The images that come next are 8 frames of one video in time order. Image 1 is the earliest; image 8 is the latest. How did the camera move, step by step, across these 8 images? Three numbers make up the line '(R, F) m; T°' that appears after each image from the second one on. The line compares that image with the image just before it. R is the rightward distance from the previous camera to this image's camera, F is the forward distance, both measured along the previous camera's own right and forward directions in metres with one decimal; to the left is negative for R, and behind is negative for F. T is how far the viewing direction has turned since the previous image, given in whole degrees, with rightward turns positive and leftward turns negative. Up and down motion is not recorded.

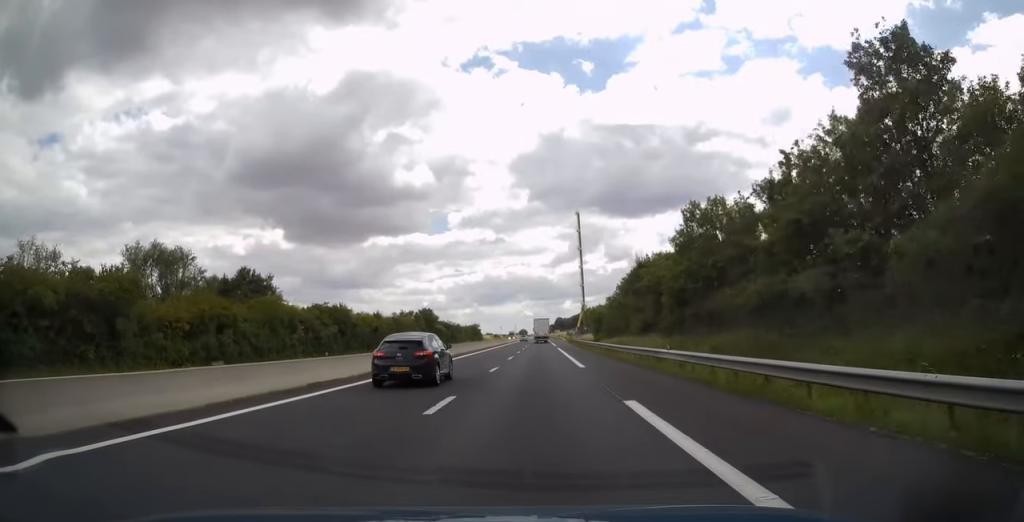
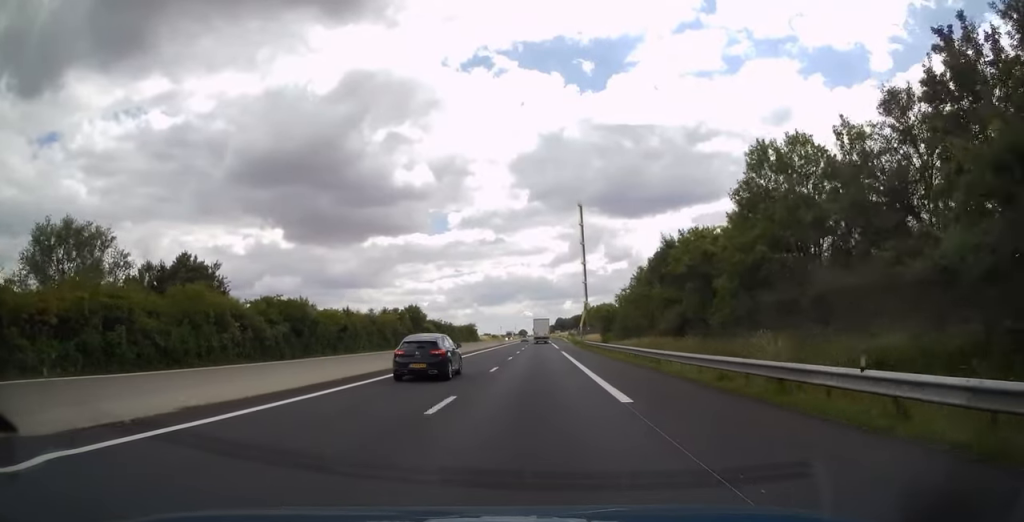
(-0.1, +12.7) m; 0°
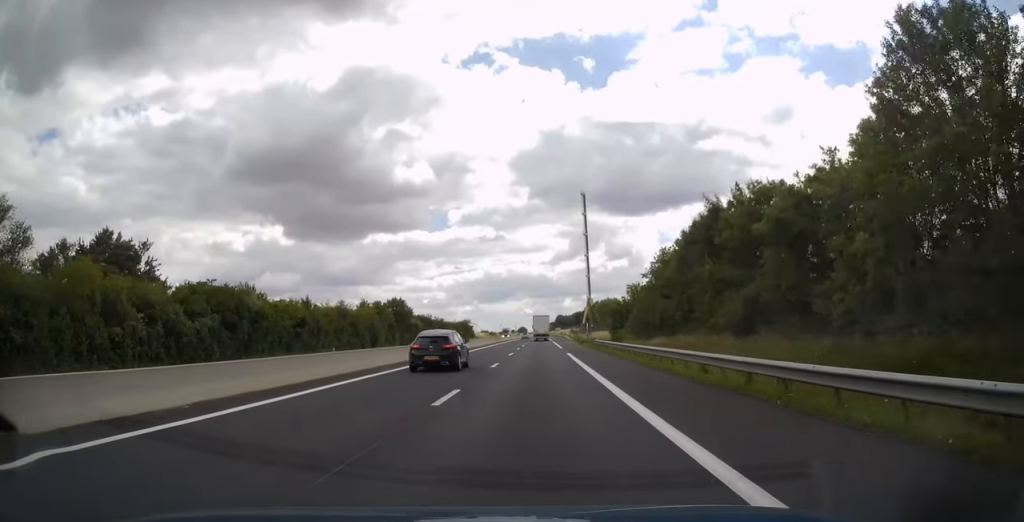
(-0.1, +12.2) m; 0°
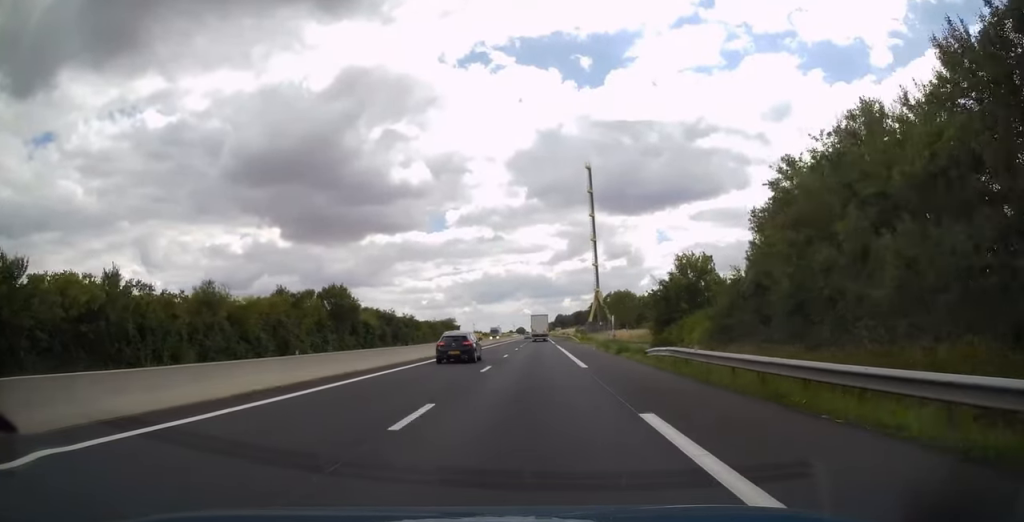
(+0.2, +28.8) m; 0°
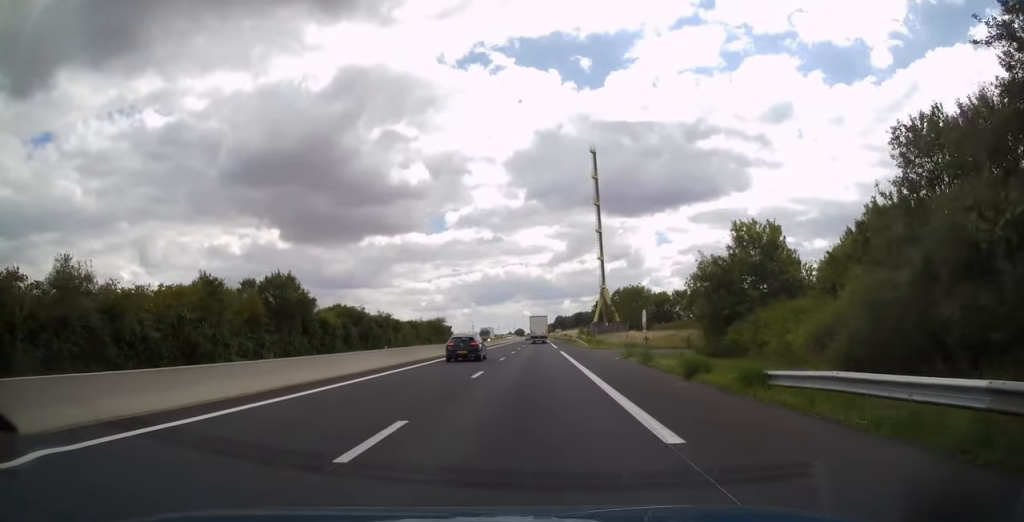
(0.0, +15.1) m; 0°
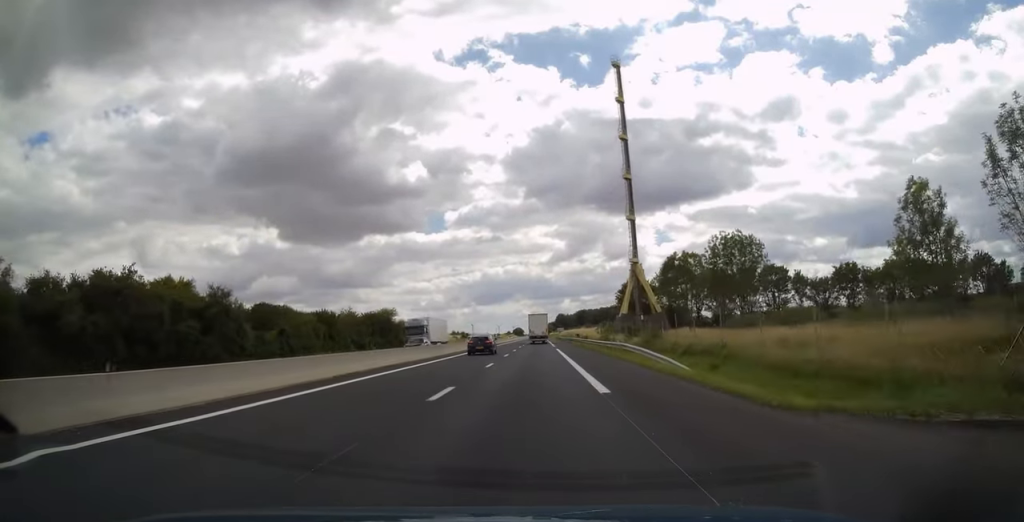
(-0.2, +46.2) m; 0°
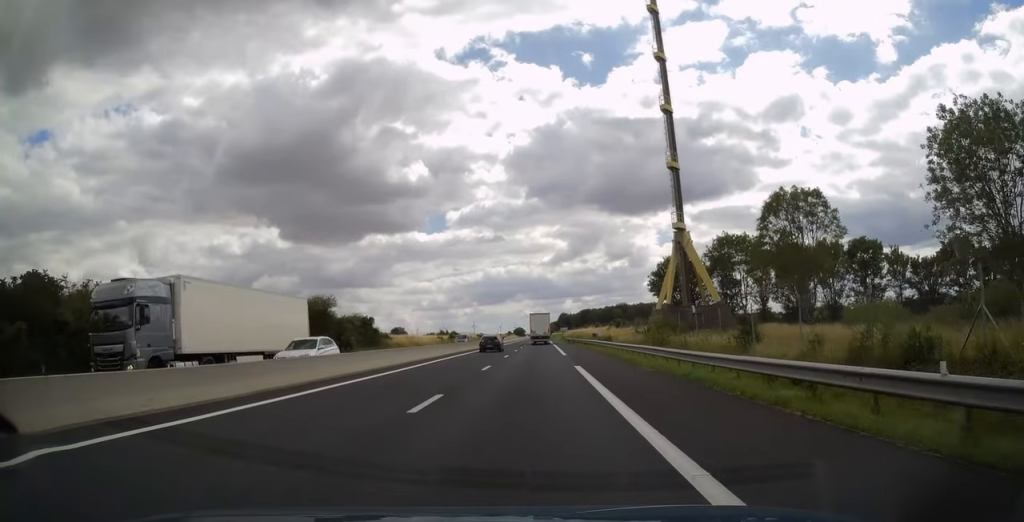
(+0.1, +28.0) m; 0°
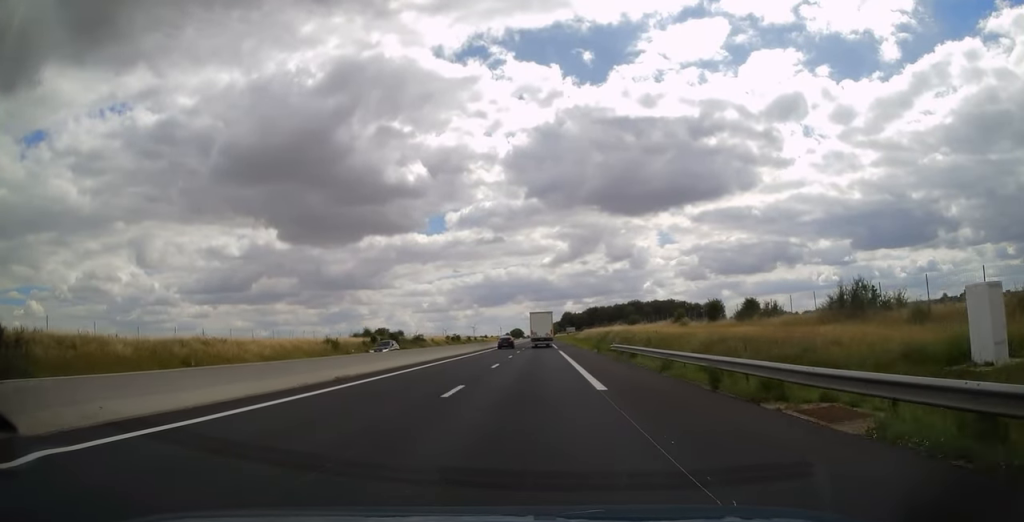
(-0.2, +74.0) m; 0°
